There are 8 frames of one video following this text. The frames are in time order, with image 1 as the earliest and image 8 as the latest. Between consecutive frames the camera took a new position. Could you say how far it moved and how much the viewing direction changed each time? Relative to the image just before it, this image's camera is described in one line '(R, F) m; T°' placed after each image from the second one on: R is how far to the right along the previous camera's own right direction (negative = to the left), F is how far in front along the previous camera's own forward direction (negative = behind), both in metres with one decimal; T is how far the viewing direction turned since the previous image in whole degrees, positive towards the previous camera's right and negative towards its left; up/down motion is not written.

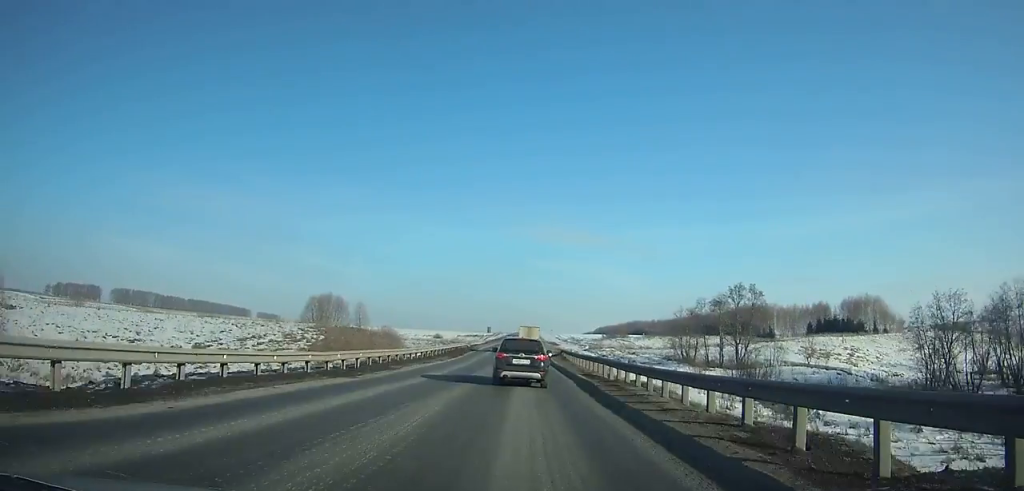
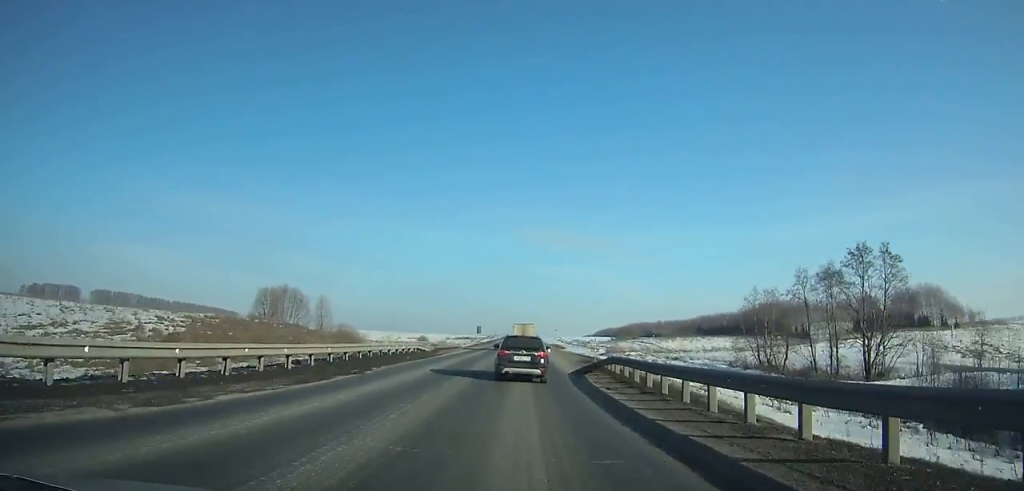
(0.0, +32.6) m; 0°
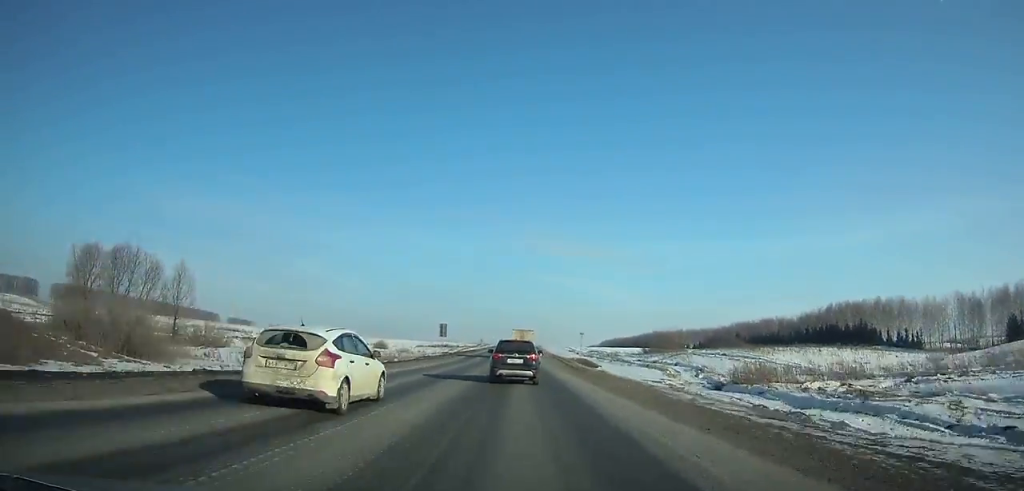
(+0.2, +63.1) m; 0°
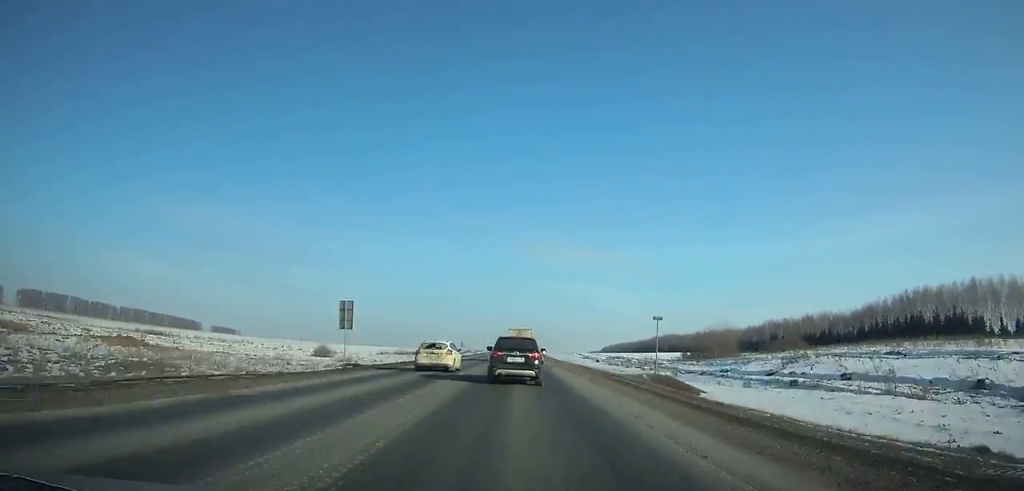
(-0.2, +42.3) m; 0°
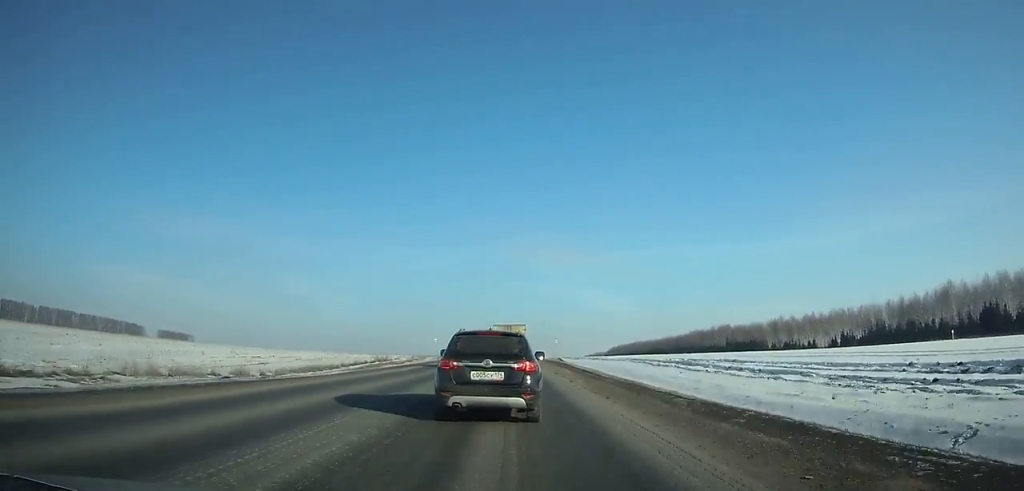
(+0.4, +115.8) m; 0°
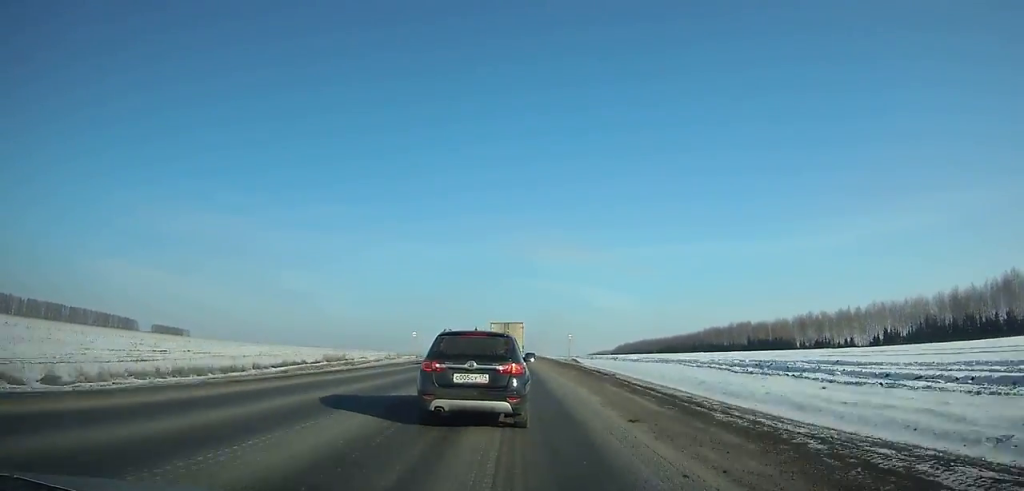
(-0.2, +21.7) m; 0°
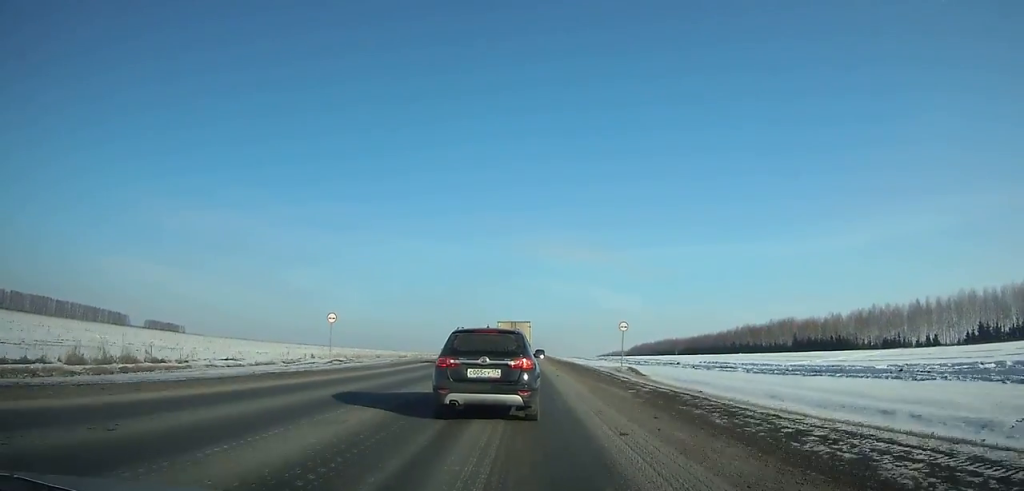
(-0.2, +36.1) m; 0°
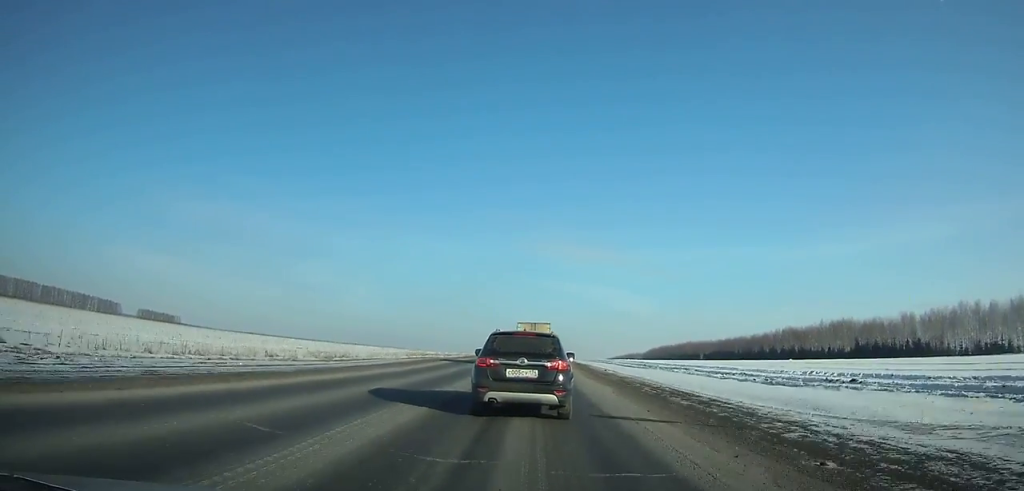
(-0.3, +36.0) m; 0°
